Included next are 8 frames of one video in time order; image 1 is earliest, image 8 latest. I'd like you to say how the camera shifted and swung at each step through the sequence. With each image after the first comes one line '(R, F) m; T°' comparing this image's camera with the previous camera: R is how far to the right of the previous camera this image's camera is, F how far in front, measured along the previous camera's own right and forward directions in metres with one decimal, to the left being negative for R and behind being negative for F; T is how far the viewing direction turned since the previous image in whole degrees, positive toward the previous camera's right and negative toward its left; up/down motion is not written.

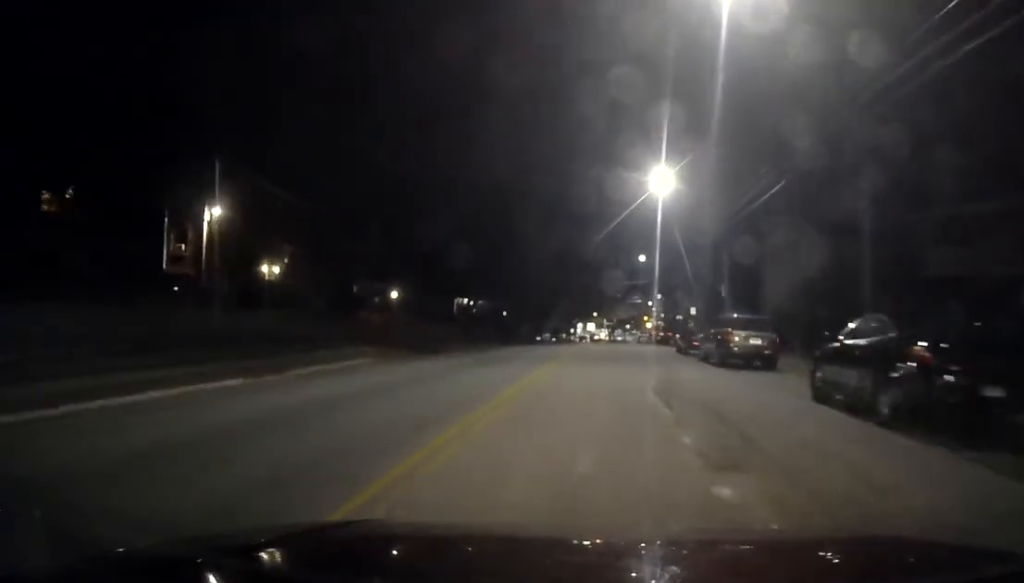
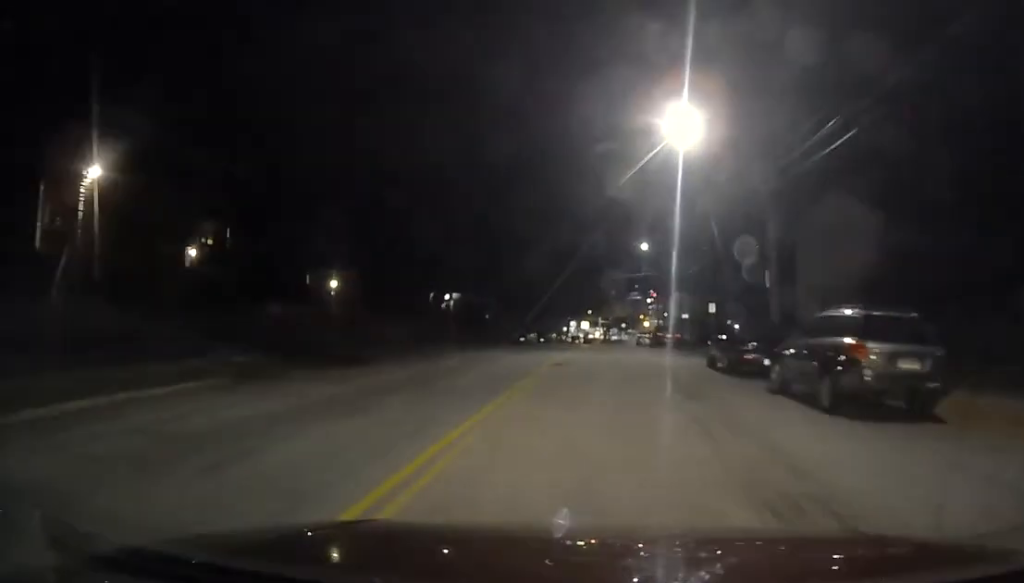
(+0.1, +9.9) m; +1°
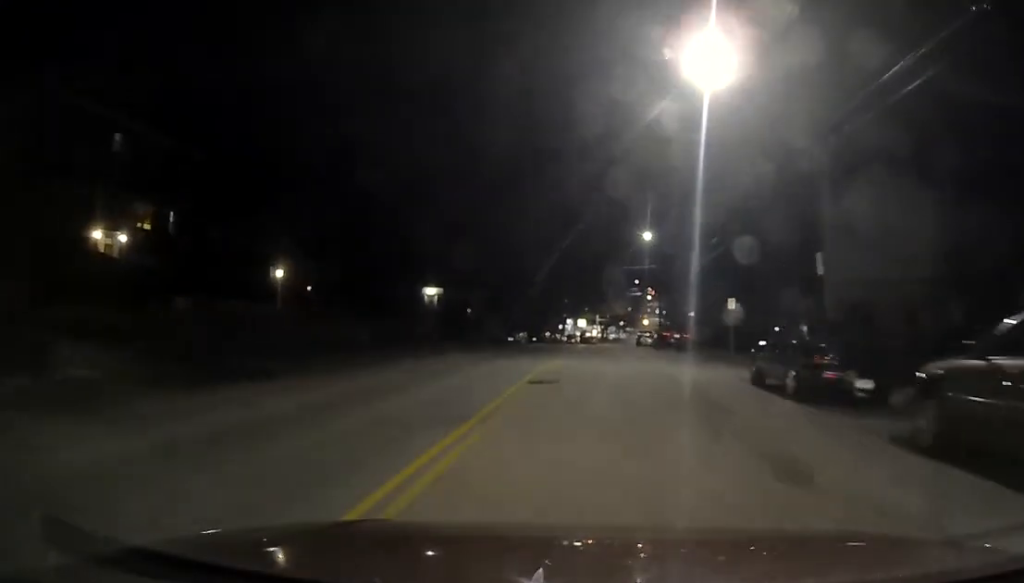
(+0.1, +6.2) m; 0°
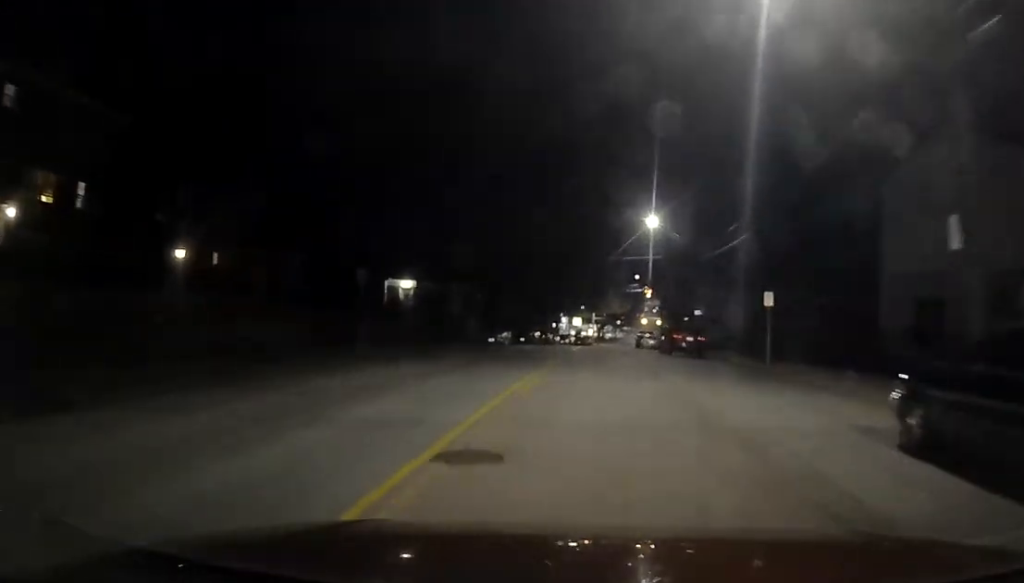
(0.0, +7.5) m; 0°
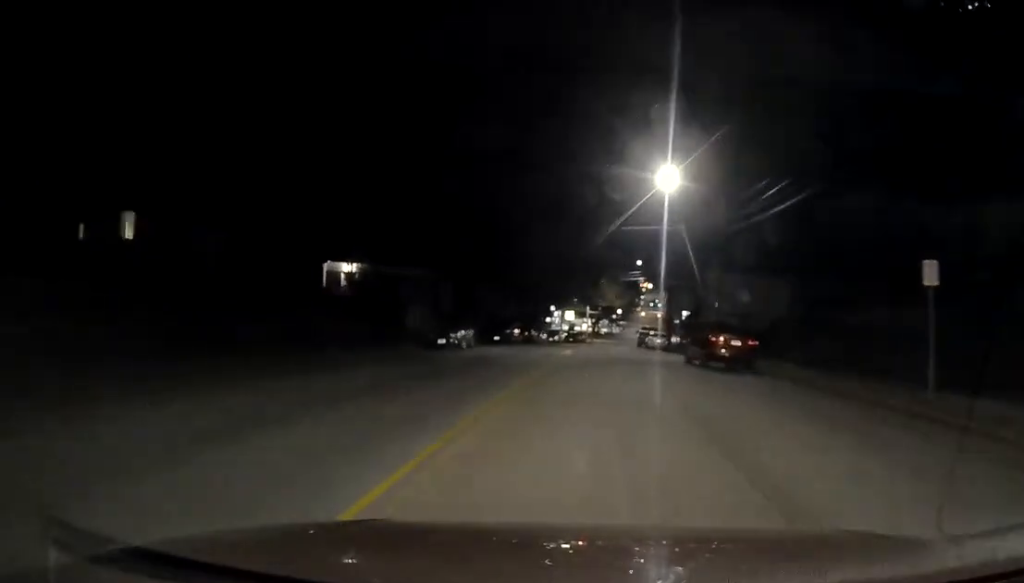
(-0.1, +12.7) m; 0°
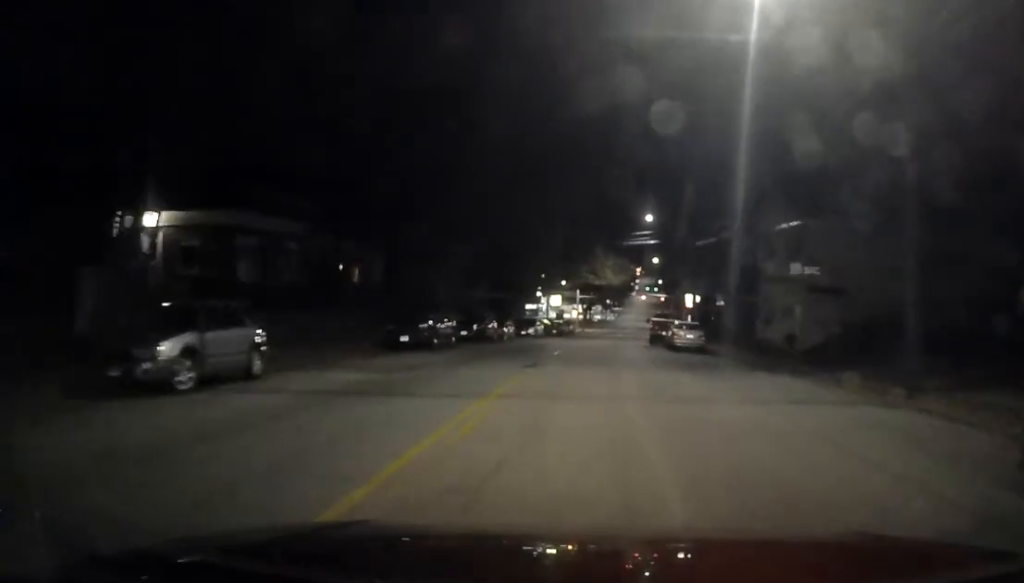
(+0.4, +21.8) m; +2°
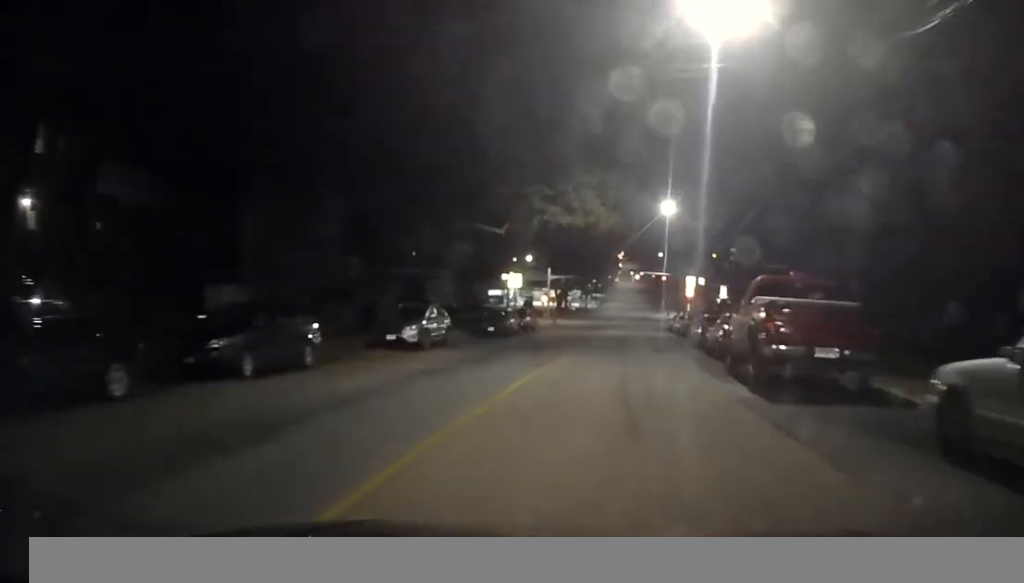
(+0.2, +31.1) m; +1°
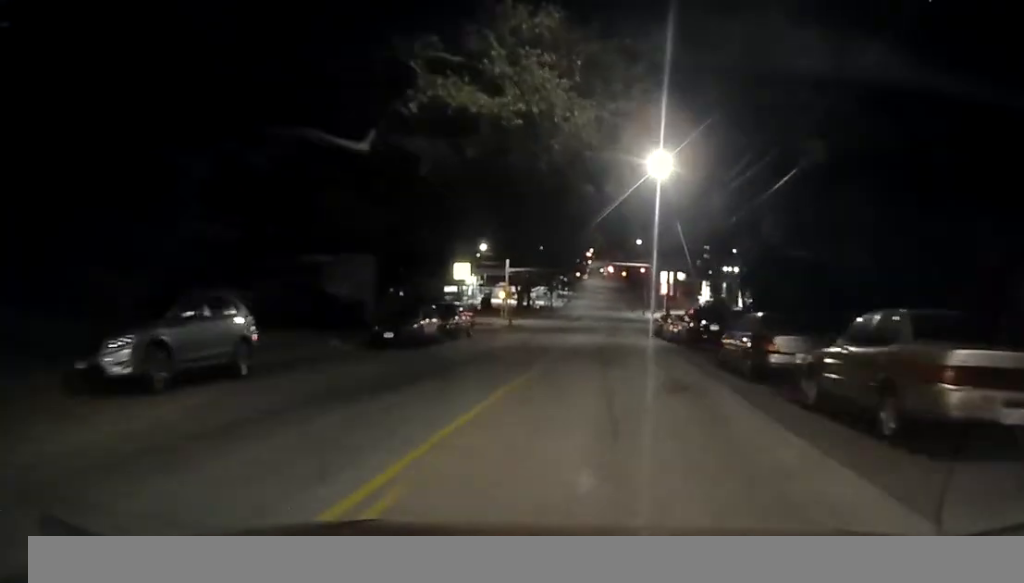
(+0.3, +13.5) m; +2°
